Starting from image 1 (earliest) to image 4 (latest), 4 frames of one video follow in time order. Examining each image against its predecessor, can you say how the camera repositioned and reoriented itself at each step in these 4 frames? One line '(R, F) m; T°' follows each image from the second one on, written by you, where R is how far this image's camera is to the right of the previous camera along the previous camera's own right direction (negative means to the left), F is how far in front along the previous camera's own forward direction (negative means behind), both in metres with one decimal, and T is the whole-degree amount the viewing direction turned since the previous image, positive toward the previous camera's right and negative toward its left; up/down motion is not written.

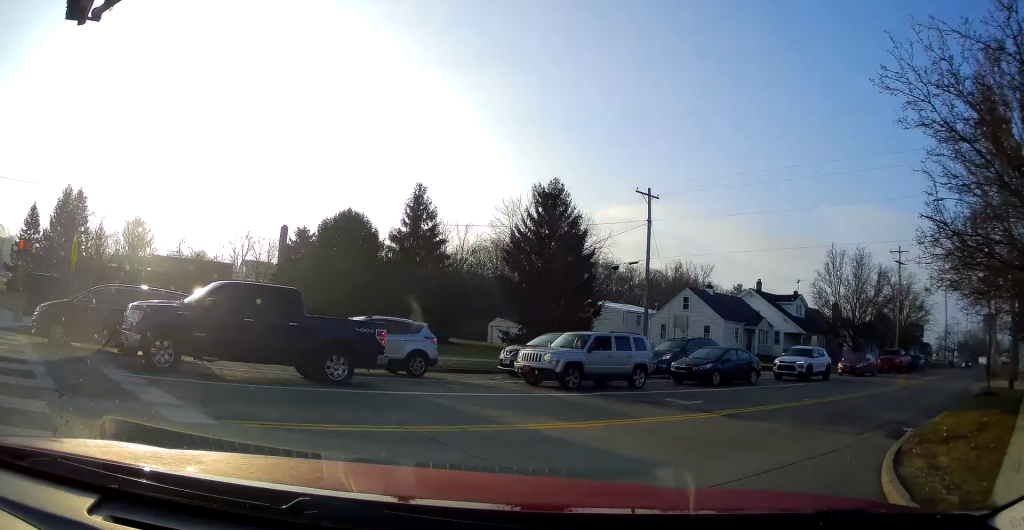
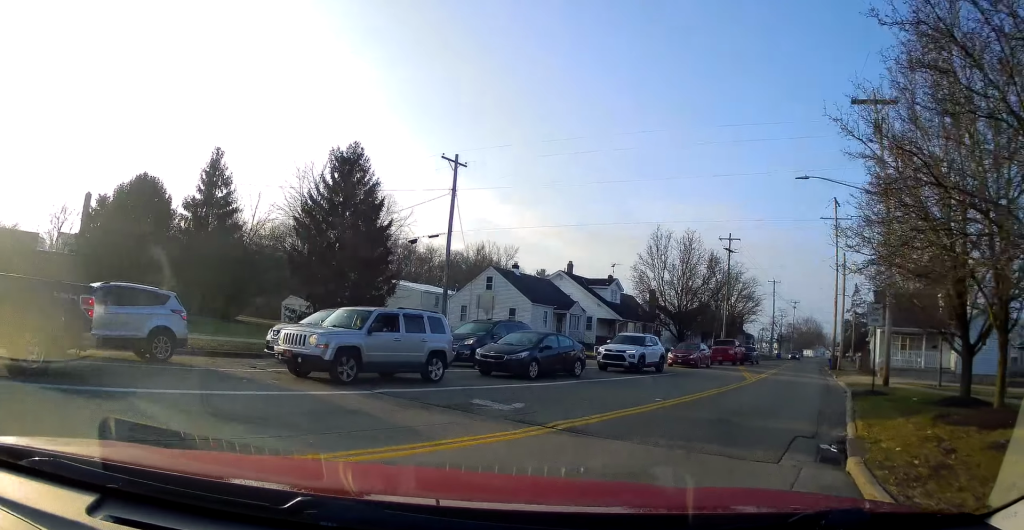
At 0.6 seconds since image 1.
(+0.5, +4.1) m; +15°
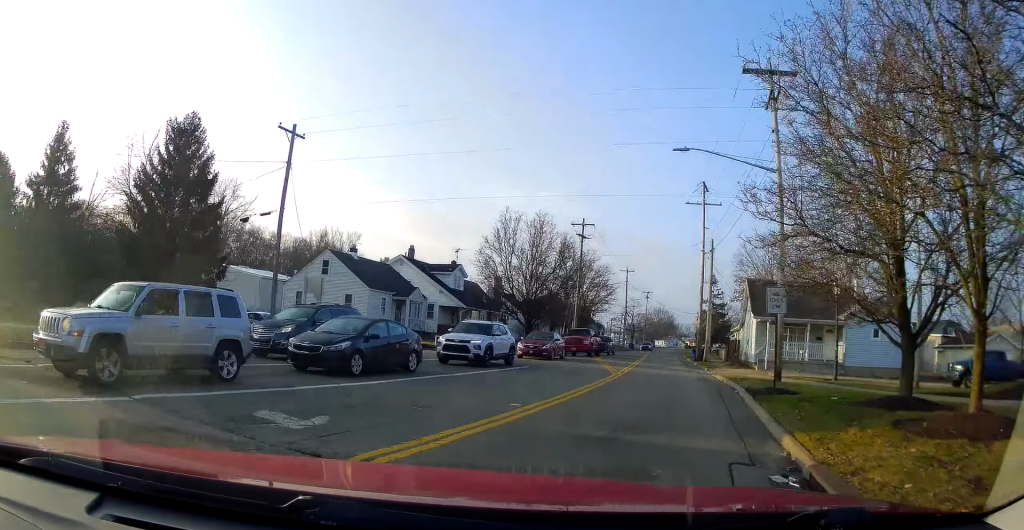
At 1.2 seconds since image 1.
(+0.6, +3.4) m; +7°
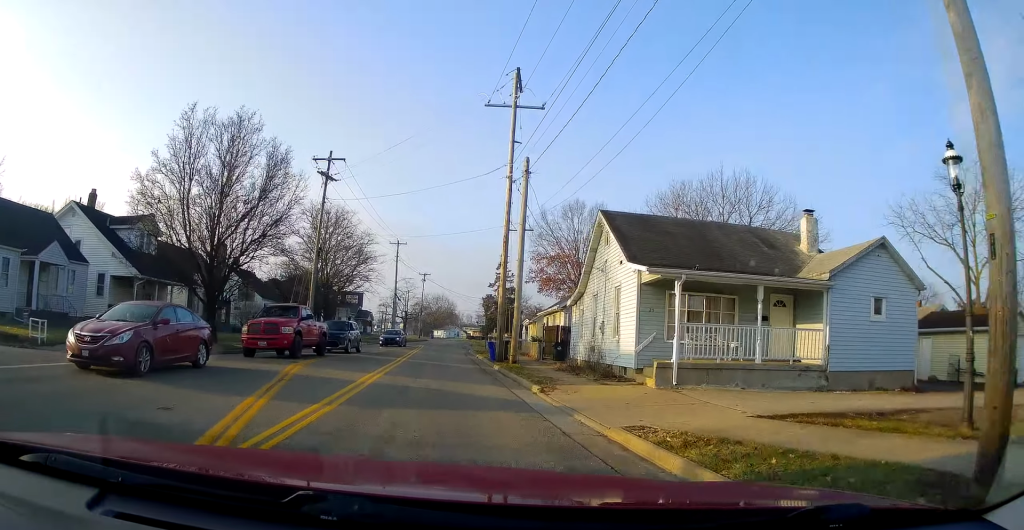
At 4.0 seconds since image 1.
(+6.3, +18.8) m; +37°
